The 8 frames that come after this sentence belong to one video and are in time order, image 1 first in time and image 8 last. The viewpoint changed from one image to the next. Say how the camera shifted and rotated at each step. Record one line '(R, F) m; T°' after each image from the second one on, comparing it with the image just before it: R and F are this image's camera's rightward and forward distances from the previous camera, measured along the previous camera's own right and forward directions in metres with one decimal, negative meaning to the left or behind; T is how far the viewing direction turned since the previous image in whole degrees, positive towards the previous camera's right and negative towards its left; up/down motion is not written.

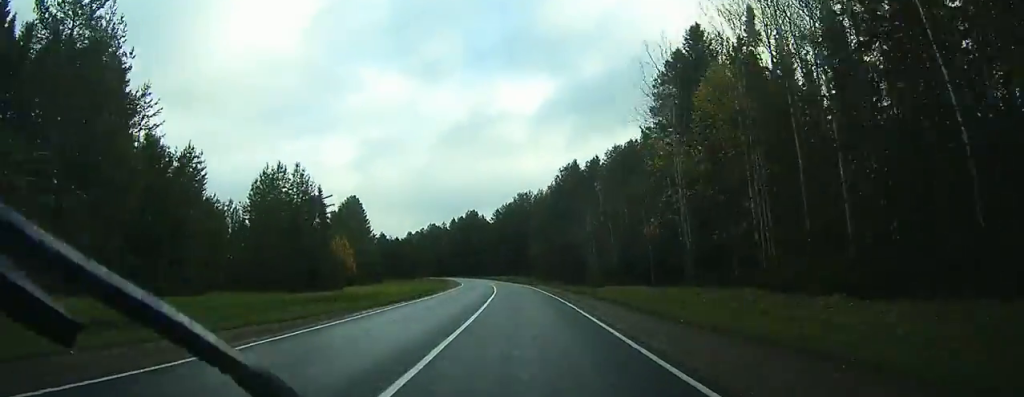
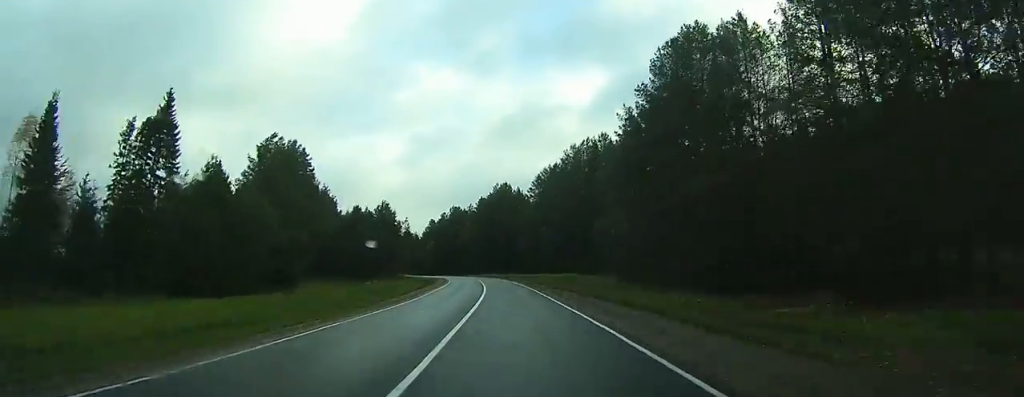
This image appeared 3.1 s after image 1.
(-1.8, +63.4) m; -4°
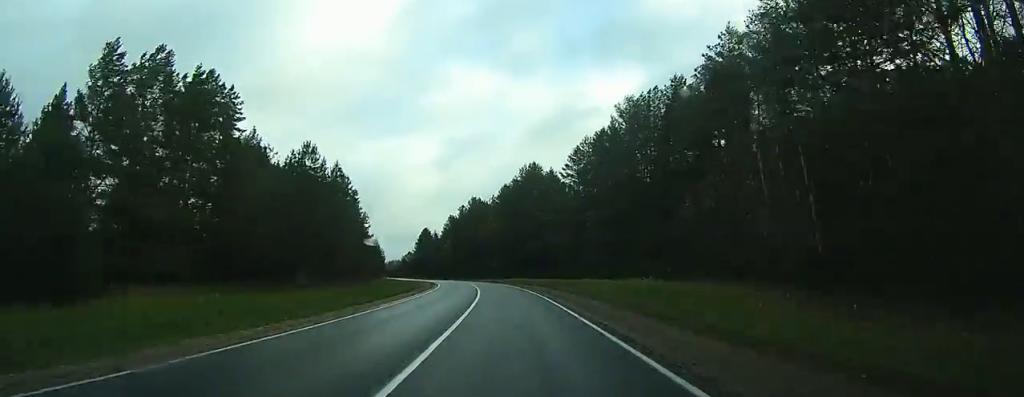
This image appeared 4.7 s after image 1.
(-0.9, +32.7) m; -3°
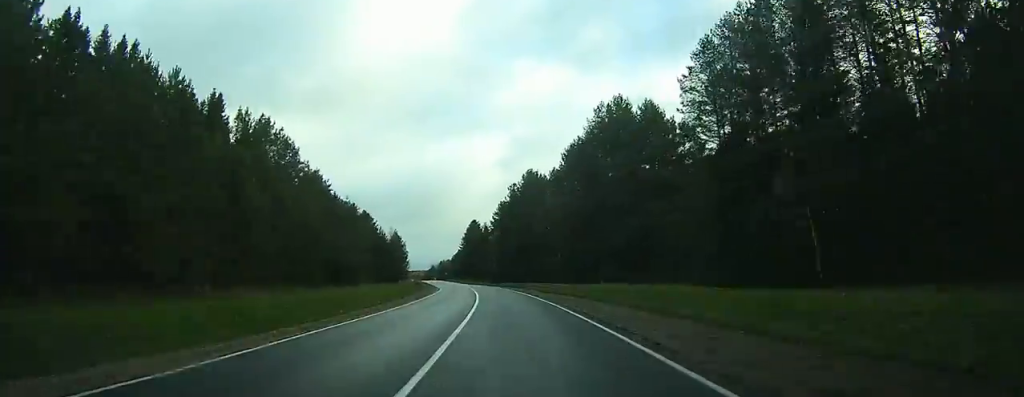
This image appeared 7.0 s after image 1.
(-2.0, +47.6) m; -5°
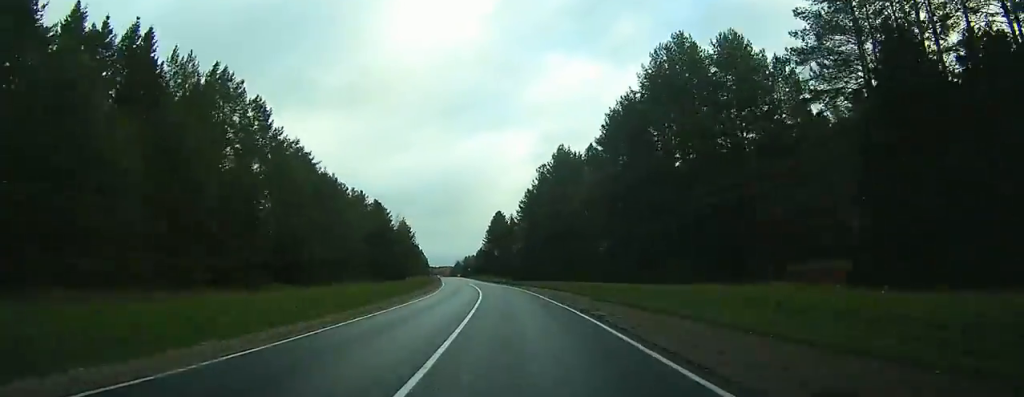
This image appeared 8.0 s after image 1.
(-0.4, +20.5) m; -2°
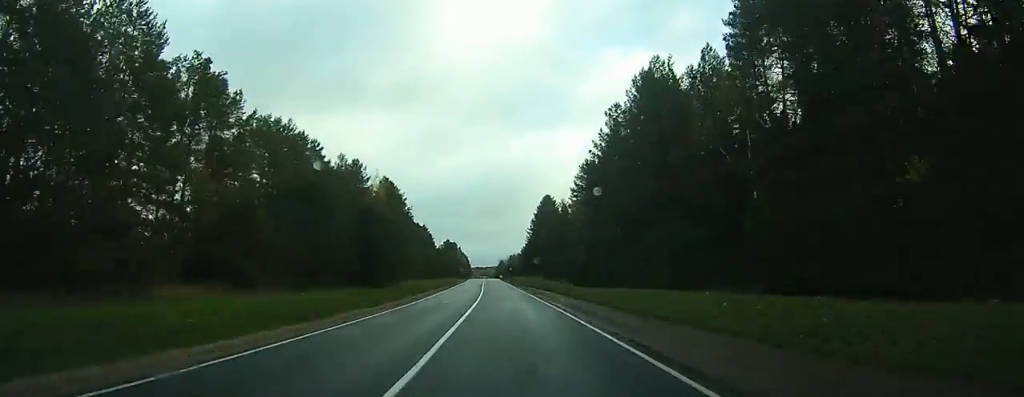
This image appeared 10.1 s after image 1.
(-1.9, +43.8) m; -5°
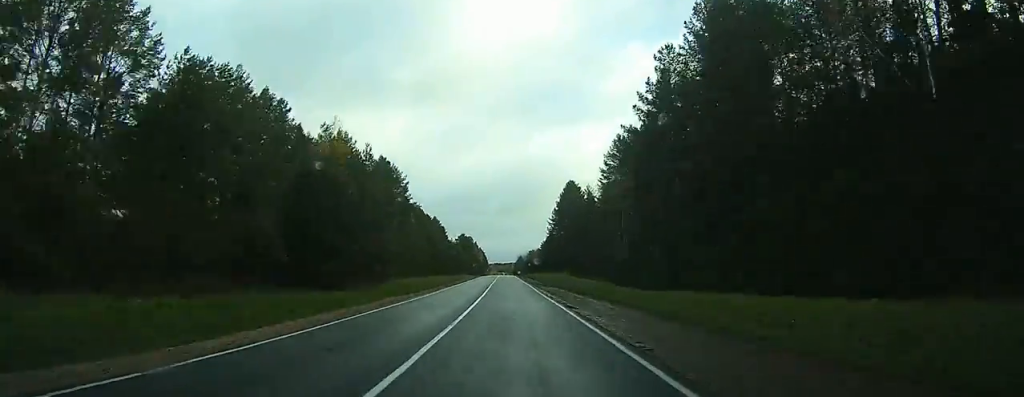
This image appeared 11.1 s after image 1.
(-0.4, +19.3) m; -2°
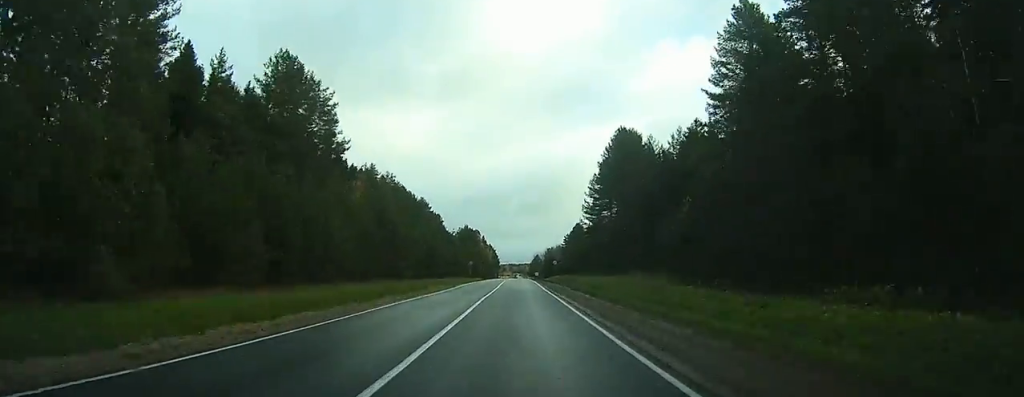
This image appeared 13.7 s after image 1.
(-1.7, +55.7) m; -2°
